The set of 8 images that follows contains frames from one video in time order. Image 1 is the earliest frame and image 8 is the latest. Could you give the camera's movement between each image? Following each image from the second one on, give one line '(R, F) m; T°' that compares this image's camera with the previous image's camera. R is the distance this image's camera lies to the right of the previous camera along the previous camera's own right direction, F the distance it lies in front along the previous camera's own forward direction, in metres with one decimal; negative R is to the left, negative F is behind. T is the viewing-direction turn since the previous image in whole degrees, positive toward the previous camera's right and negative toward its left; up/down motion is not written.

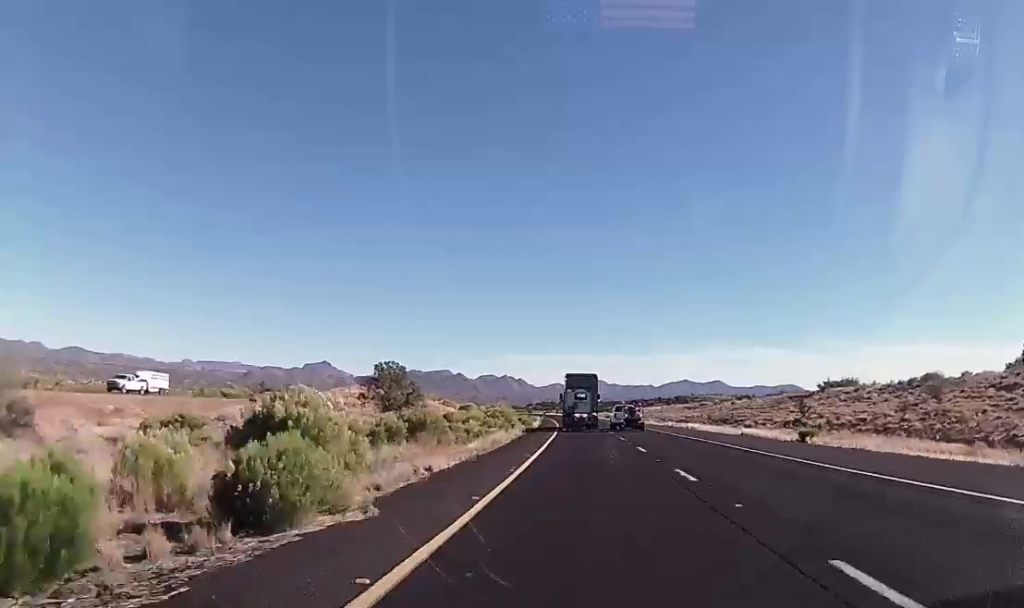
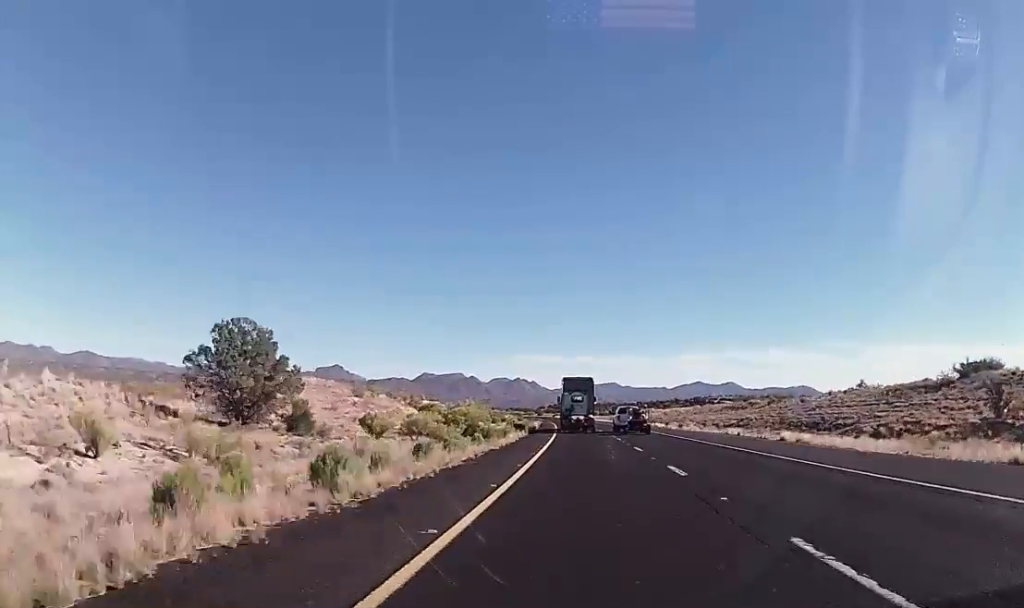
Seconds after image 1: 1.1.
(-0.4, +34.2) m; -1°
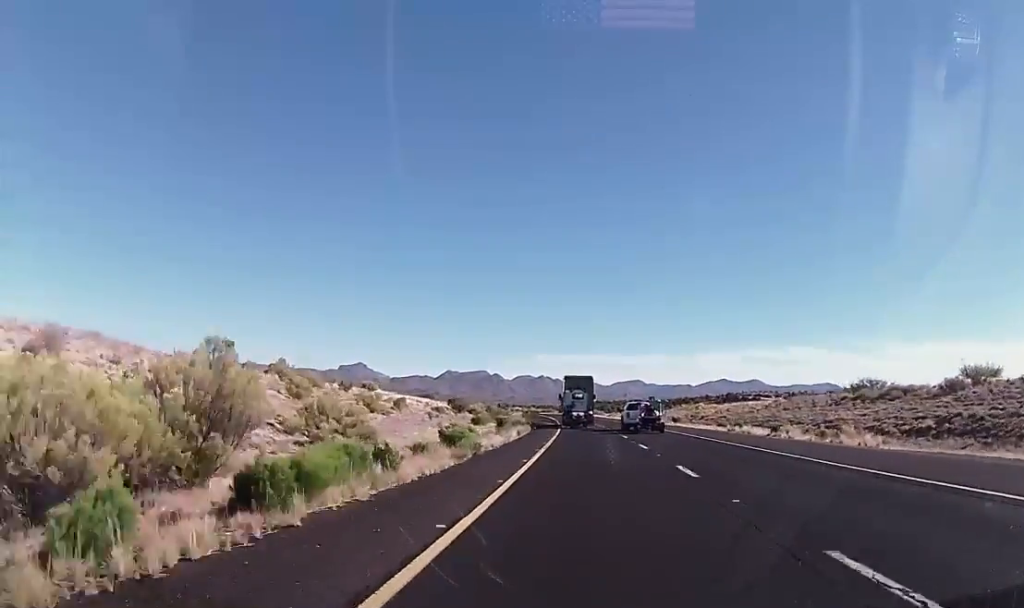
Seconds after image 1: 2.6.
(-0.6, +48.6) m; -2°
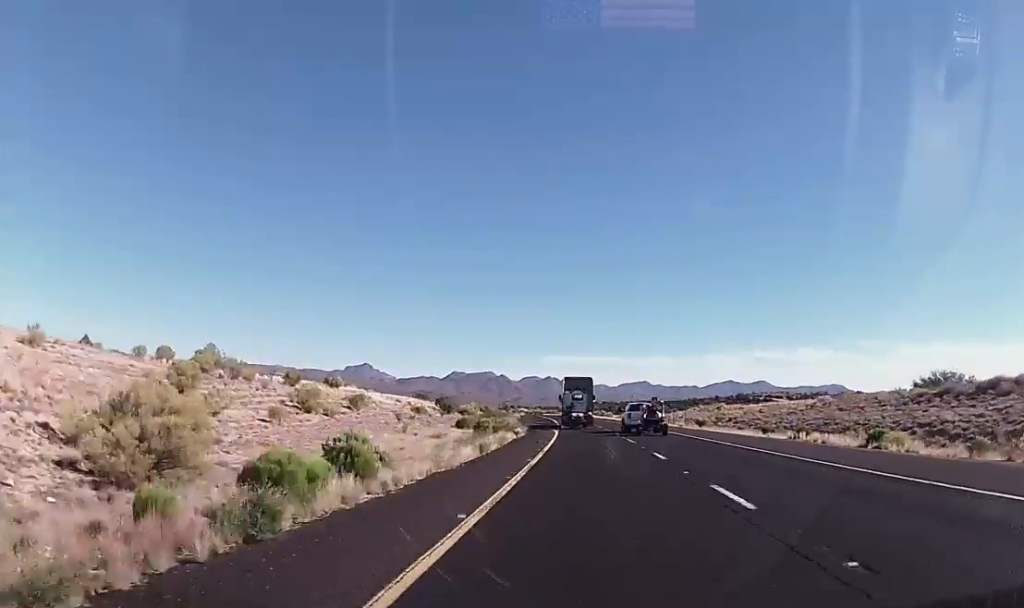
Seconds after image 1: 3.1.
(-0.2, +17.5) m; -1°
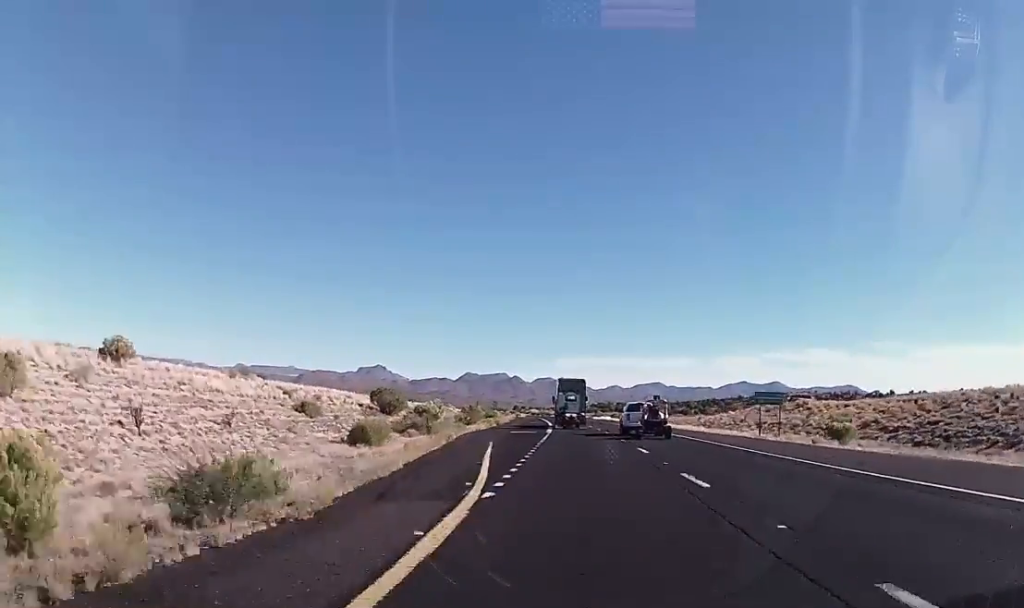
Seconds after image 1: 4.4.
(-0.5, +44.1) m; -2°
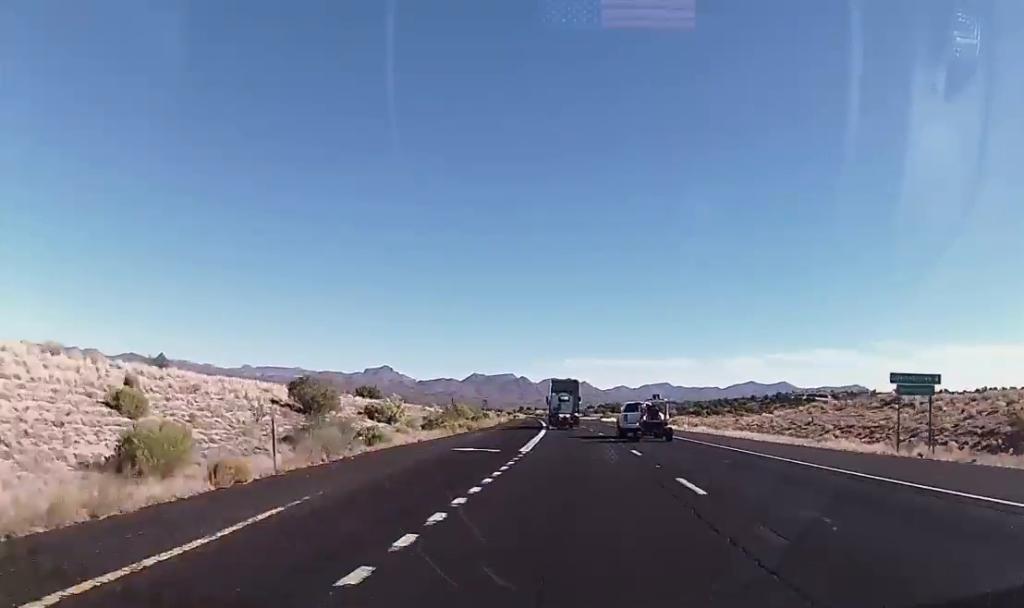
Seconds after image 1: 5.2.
(-0.3, +24.5) m; 0°
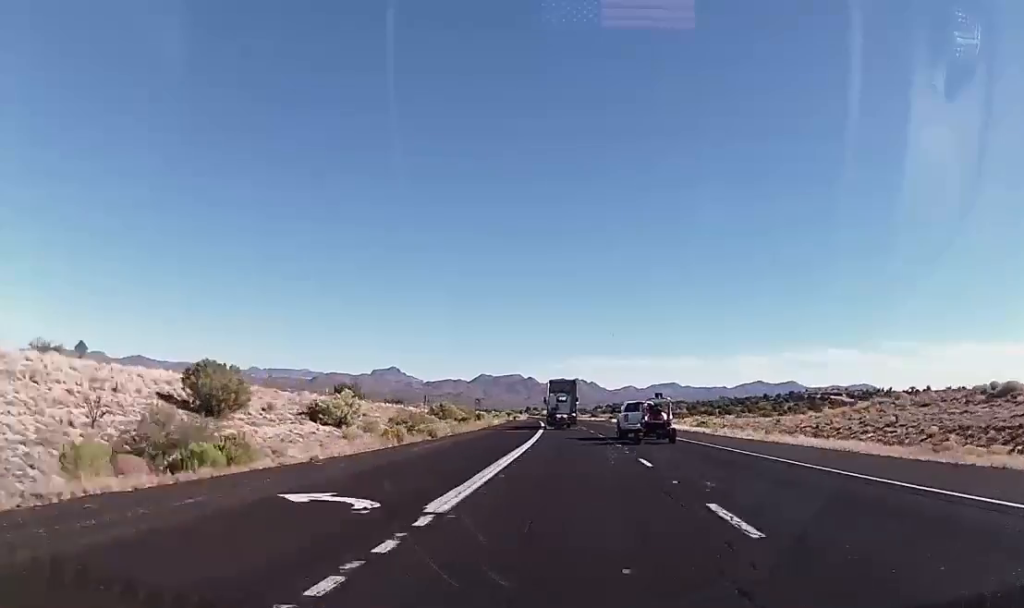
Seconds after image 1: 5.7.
(0.0, +16.8) m; 0°
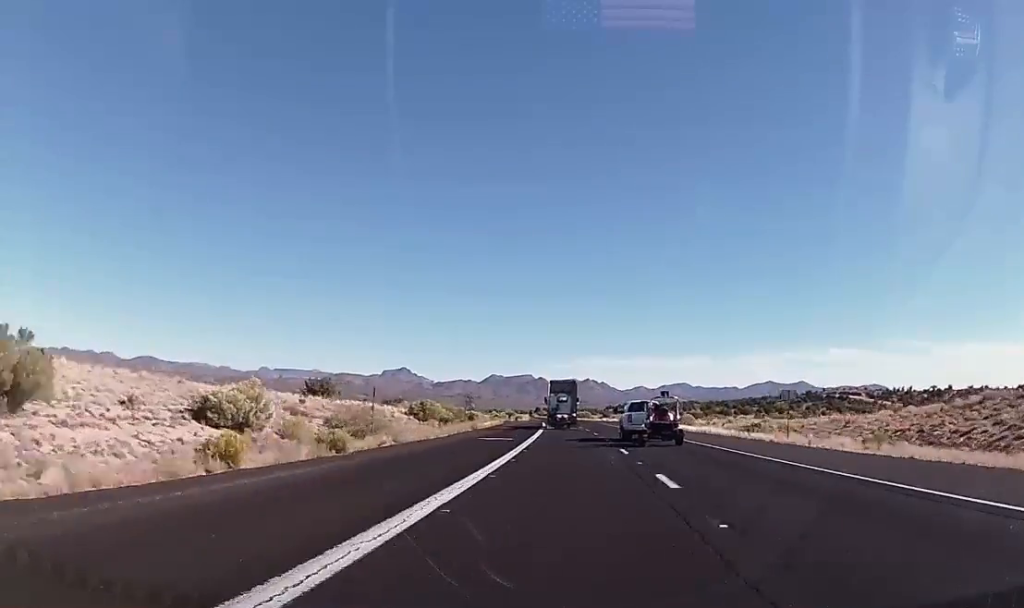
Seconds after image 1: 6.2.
(+0.4, +18.1) m; -1°
